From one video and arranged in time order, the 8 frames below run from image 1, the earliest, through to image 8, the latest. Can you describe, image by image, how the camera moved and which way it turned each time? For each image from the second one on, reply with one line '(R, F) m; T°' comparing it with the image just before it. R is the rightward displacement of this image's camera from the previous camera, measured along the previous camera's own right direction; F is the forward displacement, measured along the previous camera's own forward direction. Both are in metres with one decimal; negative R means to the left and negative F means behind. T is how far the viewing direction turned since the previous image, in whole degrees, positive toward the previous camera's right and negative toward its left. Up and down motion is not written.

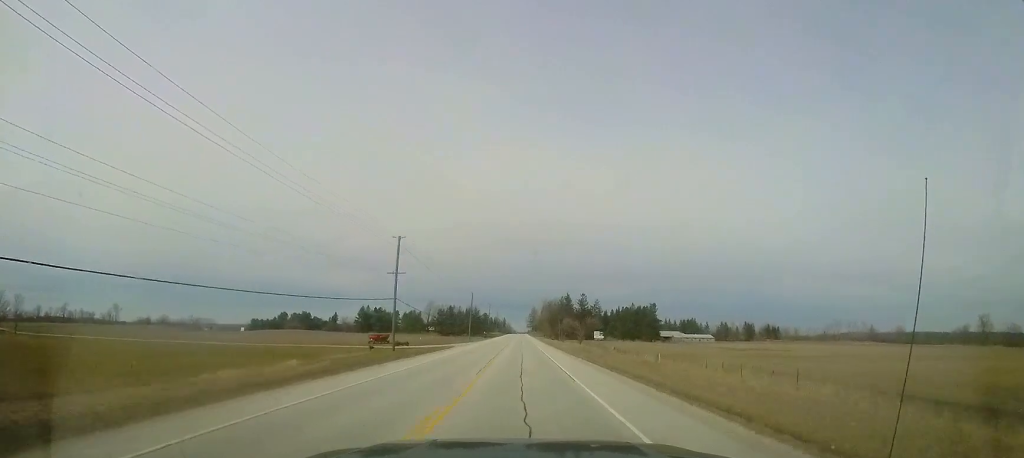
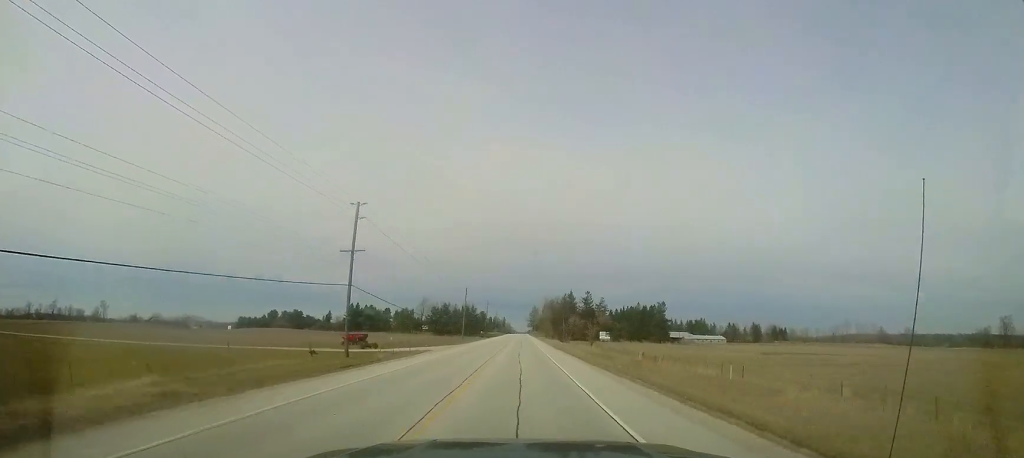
(+0.2, +12.8) m; 0°
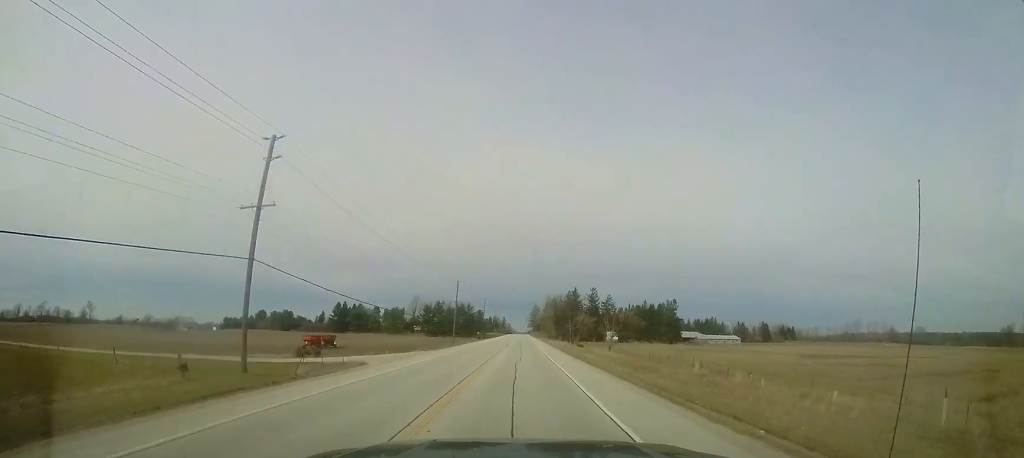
(+0.1, +13.8) m; 0°
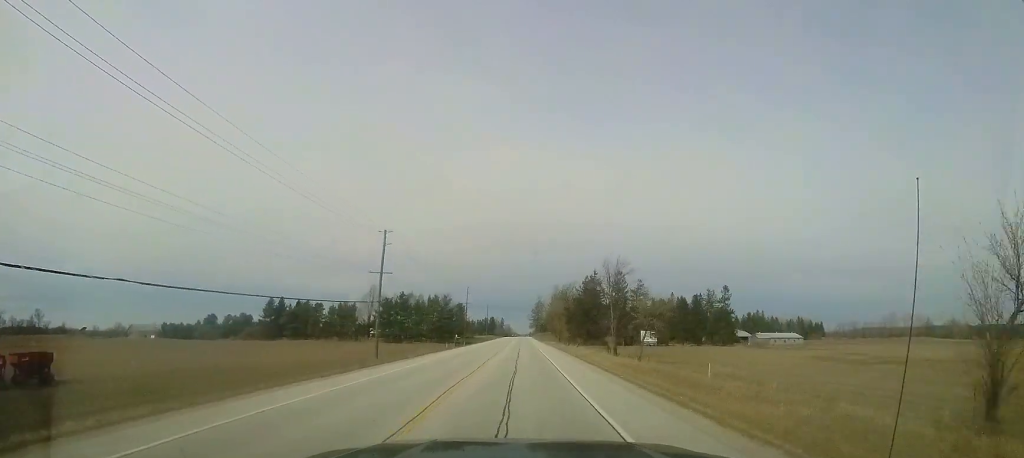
(-0.3, +46.3) m; -1°
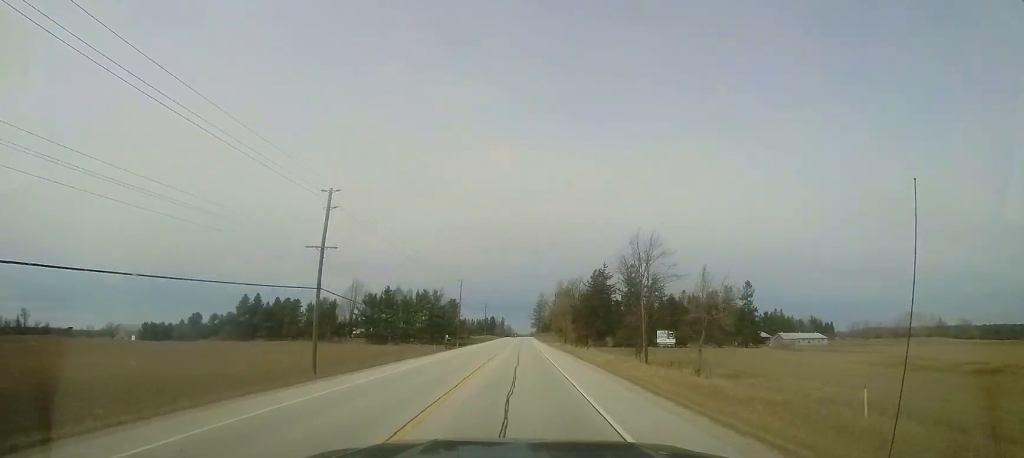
(+0.3, +13.2) m; 0°
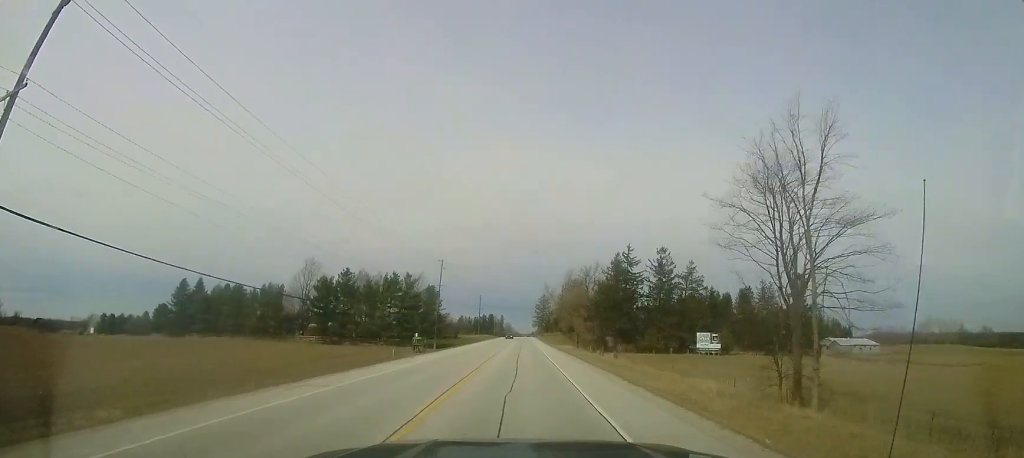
(-0.7, +23.7) m; -1°
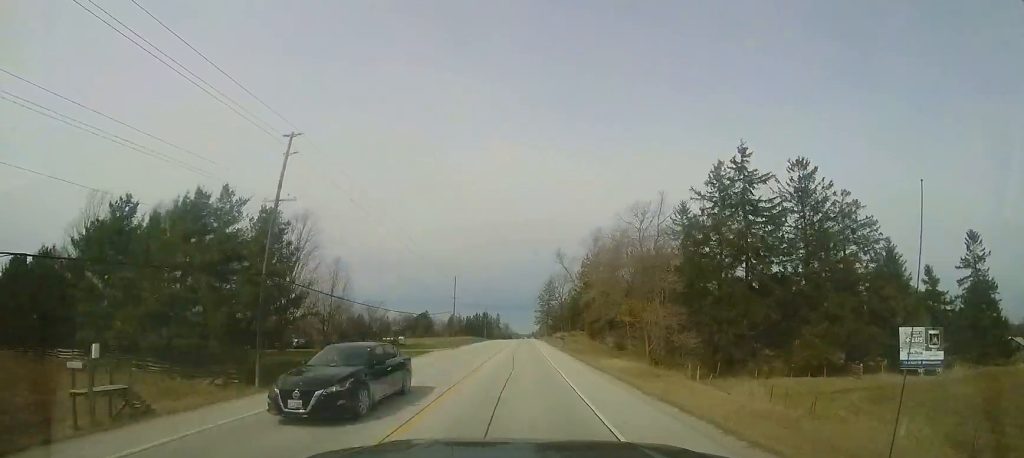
(+0.3, +47.4) m; 0°
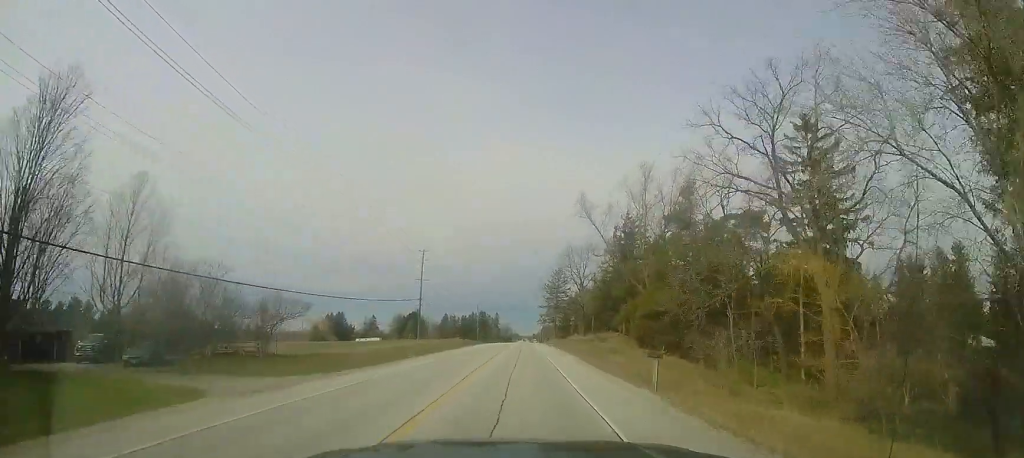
(0.0, +29.7) m; 0°
